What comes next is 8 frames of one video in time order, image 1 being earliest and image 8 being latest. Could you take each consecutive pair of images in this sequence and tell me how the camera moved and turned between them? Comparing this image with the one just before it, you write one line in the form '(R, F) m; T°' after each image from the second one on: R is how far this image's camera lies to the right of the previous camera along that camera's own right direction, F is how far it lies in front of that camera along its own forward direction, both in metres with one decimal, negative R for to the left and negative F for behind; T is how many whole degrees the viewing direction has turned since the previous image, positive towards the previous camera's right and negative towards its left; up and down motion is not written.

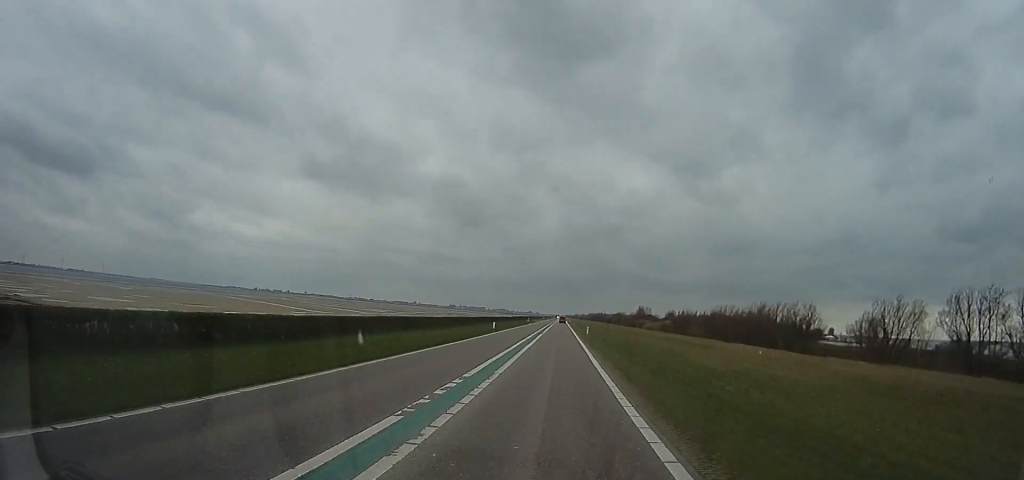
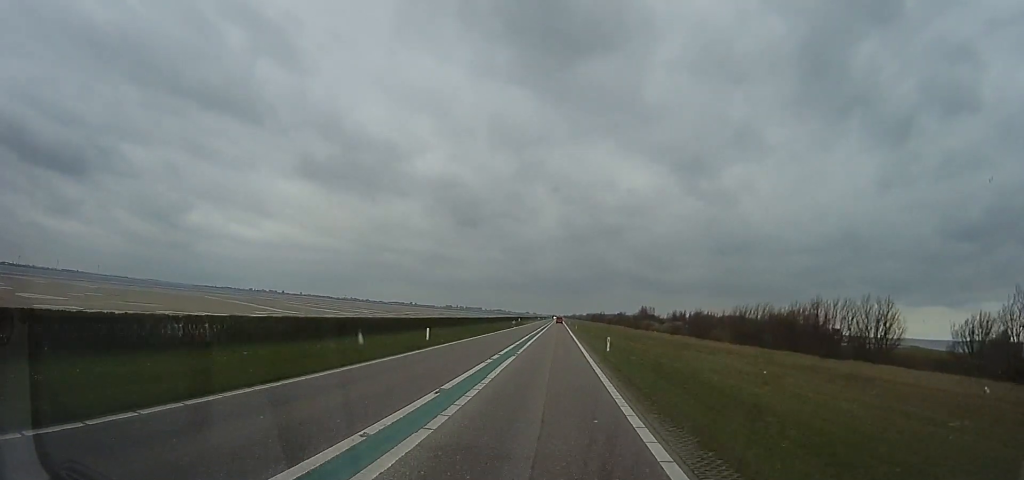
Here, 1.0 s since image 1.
(-0.6, +25.6) m; -2°
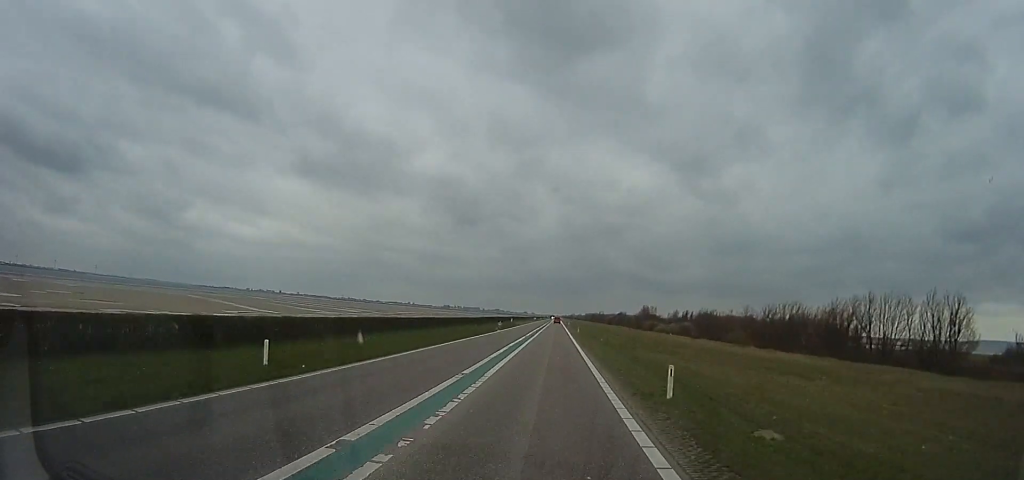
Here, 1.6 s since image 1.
(-0.7, +15.8) m; 0°
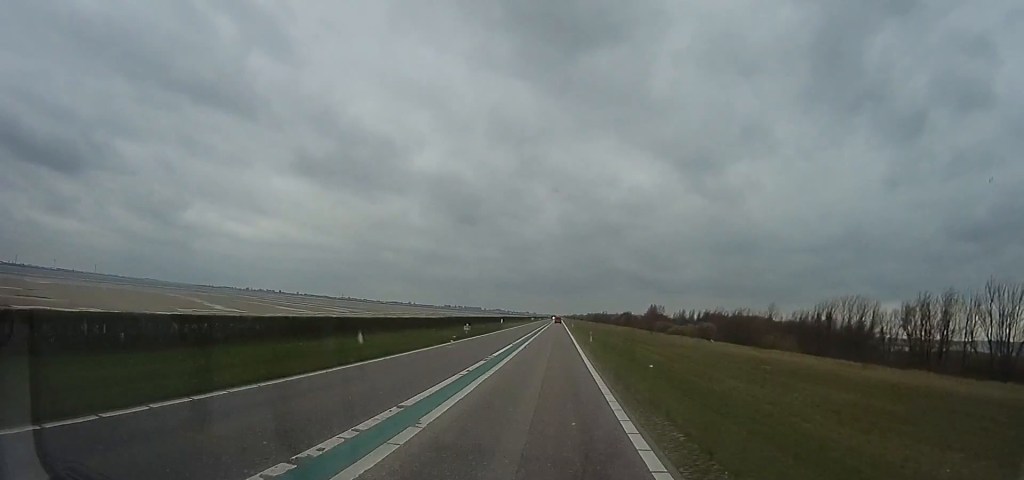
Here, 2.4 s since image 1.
(+1.1, +22.6) m; +1°
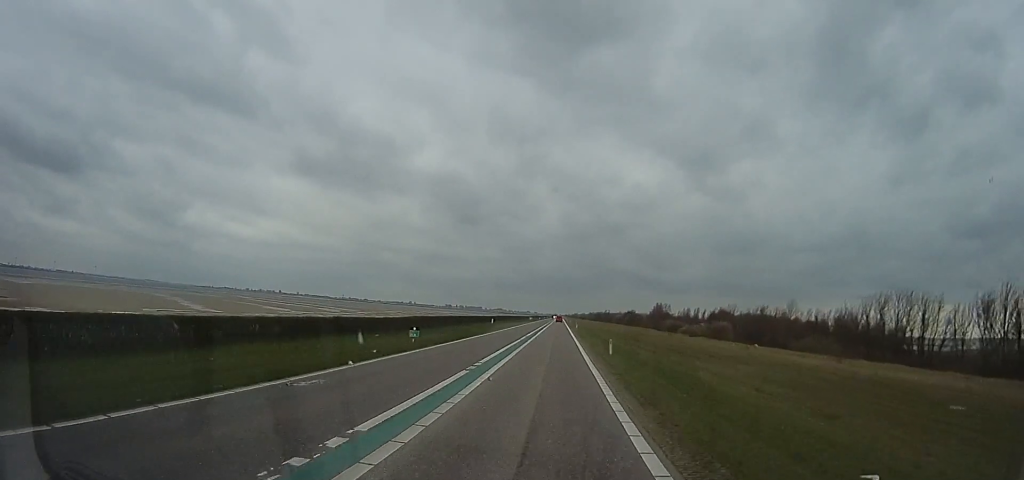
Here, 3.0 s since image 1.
(-0.2, +14.6) m; 0°
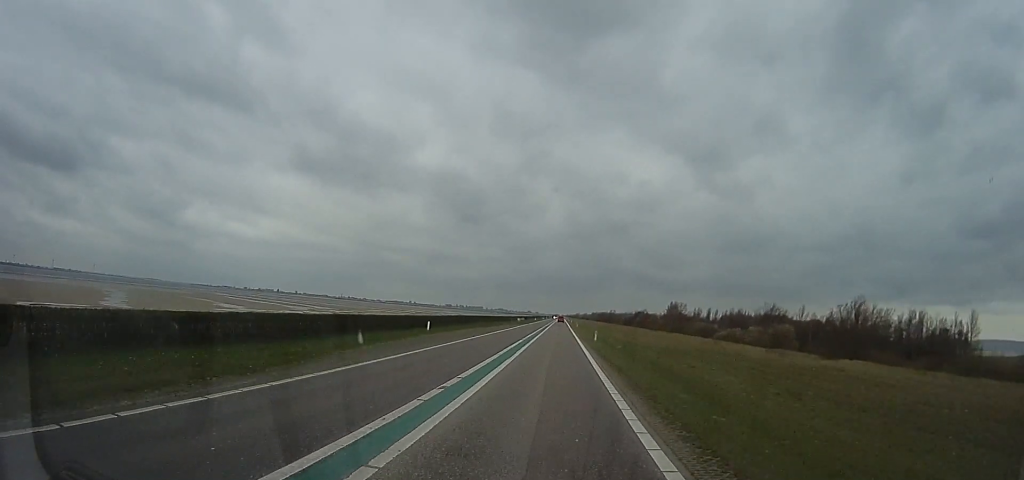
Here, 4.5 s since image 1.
(-0.6, +39.0) m; +1°
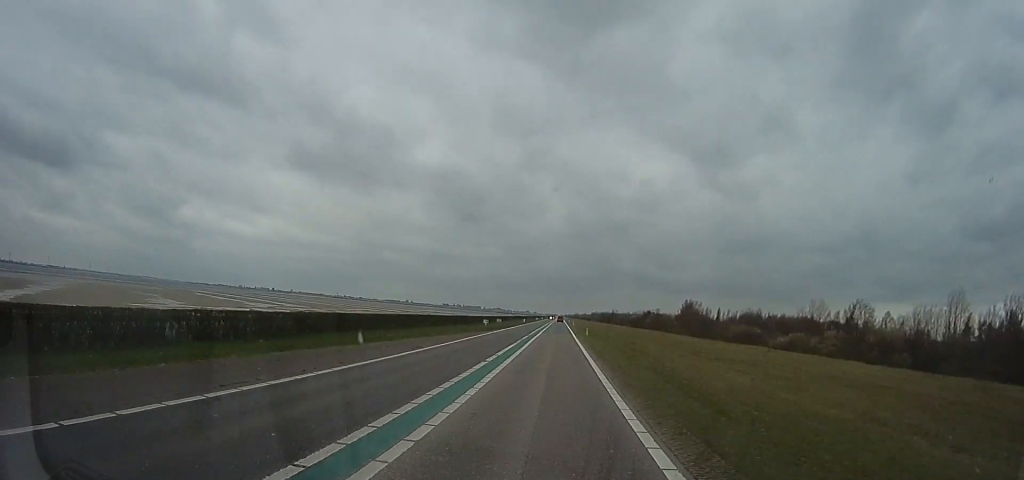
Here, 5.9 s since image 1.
(+1.0, +37.1) m; 0°
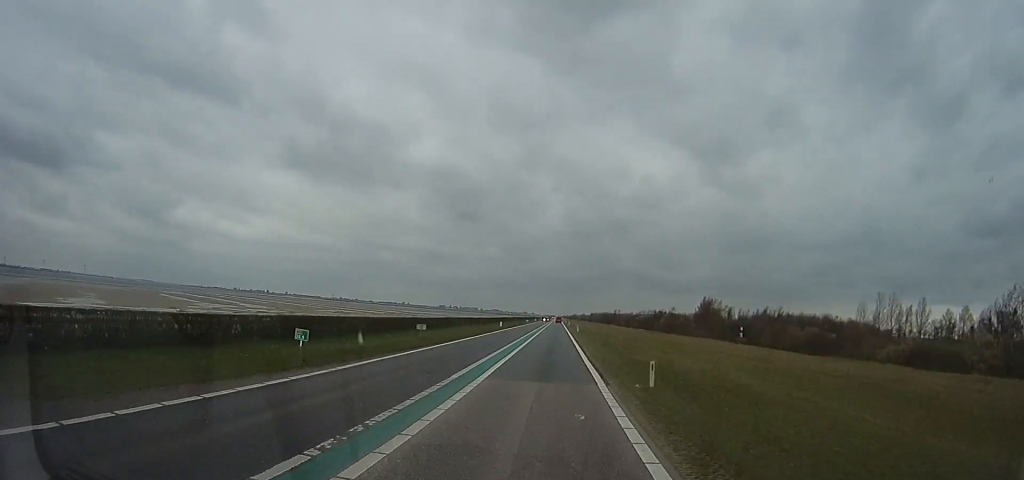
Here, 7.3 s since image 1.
(-1.6, +35.5) m; -2°
